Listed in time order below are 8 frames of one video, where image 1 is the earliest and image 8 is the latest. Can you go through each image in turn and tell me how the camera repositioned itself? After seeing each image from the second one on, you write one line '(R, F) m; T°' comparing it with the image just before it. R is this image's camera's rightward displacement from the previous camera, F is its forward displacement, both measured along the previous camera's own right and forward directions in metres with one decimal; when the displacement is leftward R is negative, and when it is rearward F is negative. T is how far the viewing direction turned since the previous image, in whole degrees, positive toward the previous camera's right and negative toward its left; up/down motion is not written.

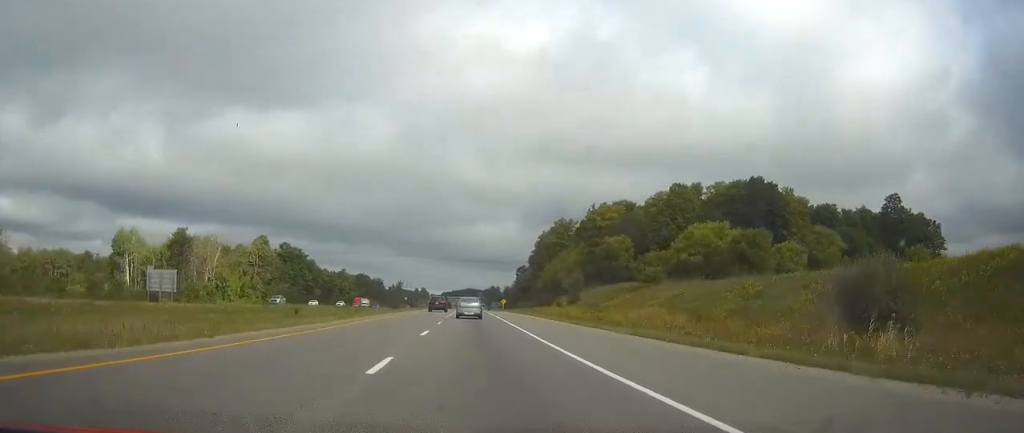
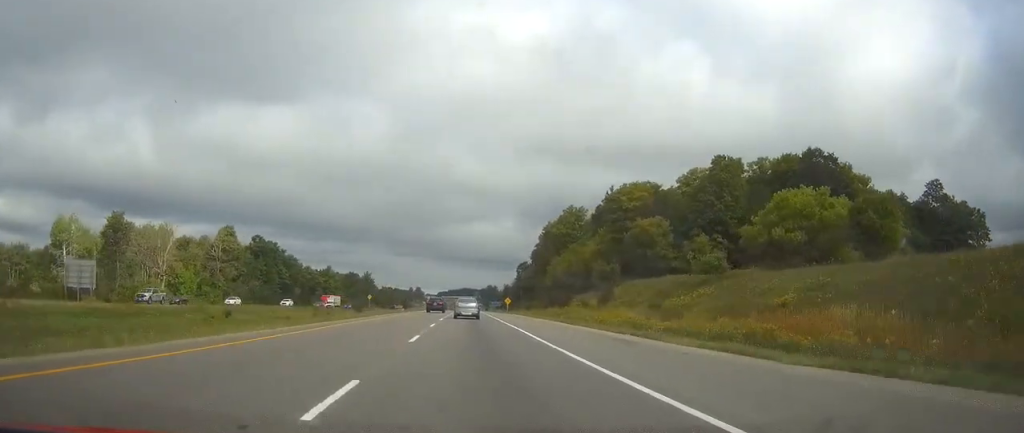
(+0.1, +28.0) m; 0°
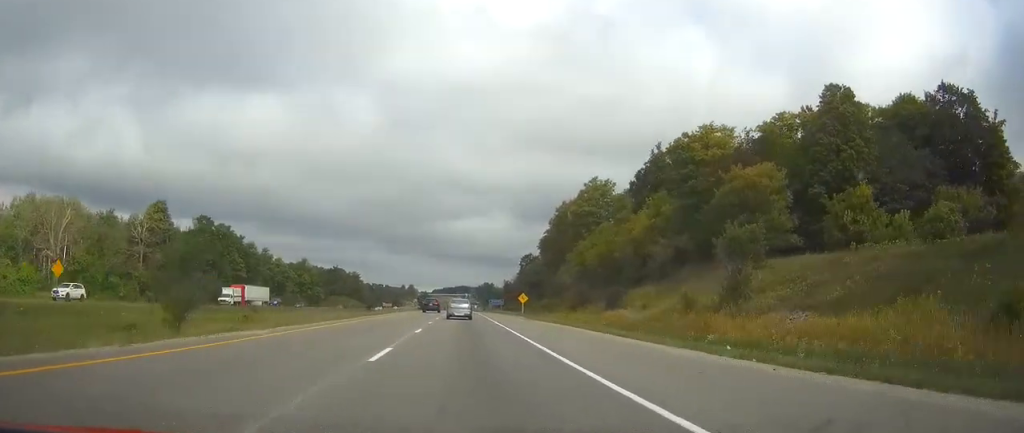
(+0.2, +41.3) m; 0°
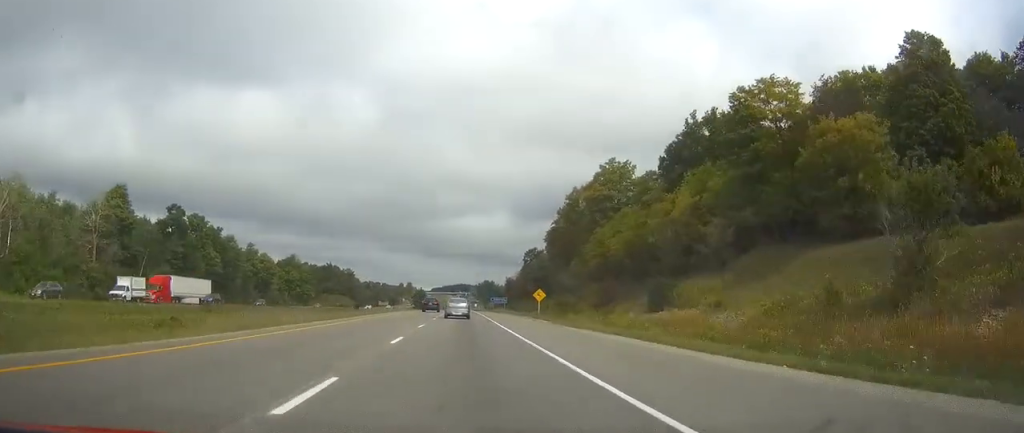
(0.0, +18.6) m; 0°
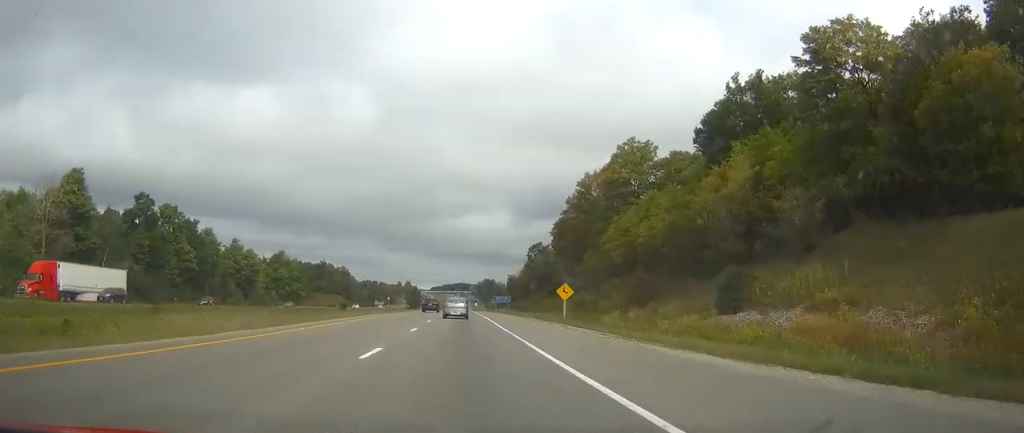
(0.0, +16.4) m; 0°
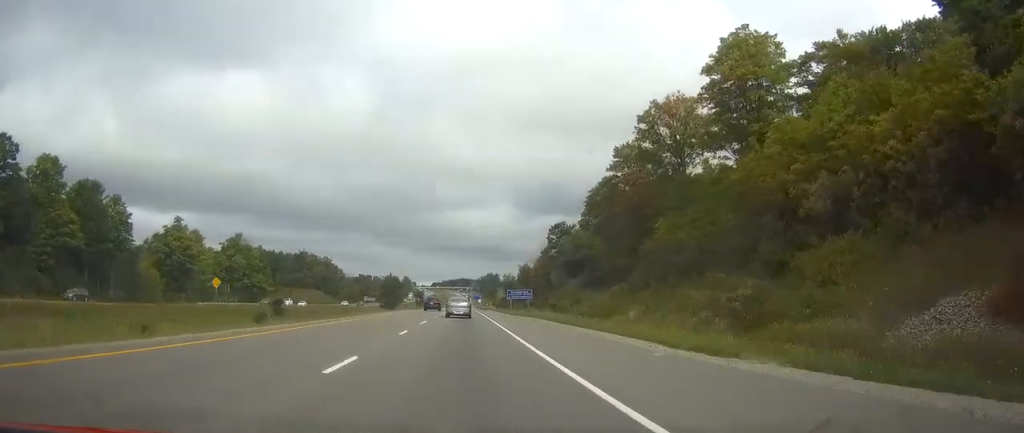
(-0.1, +50.6) m; 0°
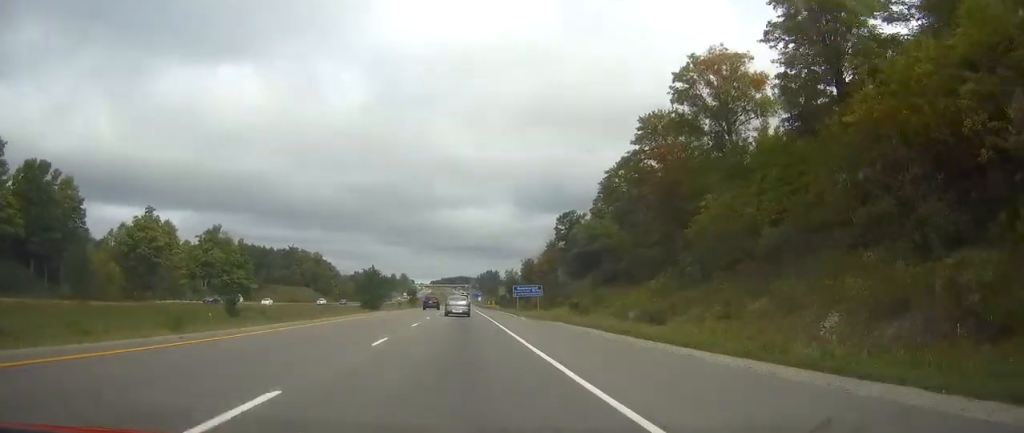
(0.0, +17.6) m; 0°
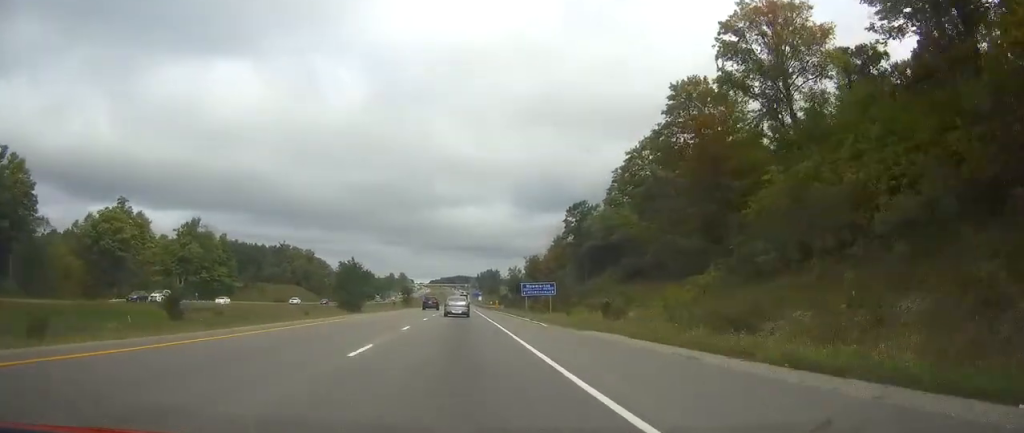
(0.0, +15.4) m; 0°
